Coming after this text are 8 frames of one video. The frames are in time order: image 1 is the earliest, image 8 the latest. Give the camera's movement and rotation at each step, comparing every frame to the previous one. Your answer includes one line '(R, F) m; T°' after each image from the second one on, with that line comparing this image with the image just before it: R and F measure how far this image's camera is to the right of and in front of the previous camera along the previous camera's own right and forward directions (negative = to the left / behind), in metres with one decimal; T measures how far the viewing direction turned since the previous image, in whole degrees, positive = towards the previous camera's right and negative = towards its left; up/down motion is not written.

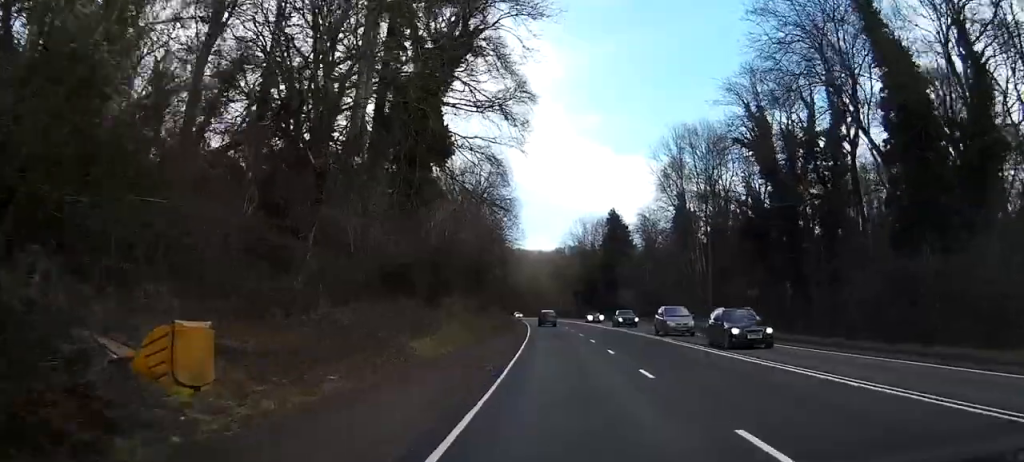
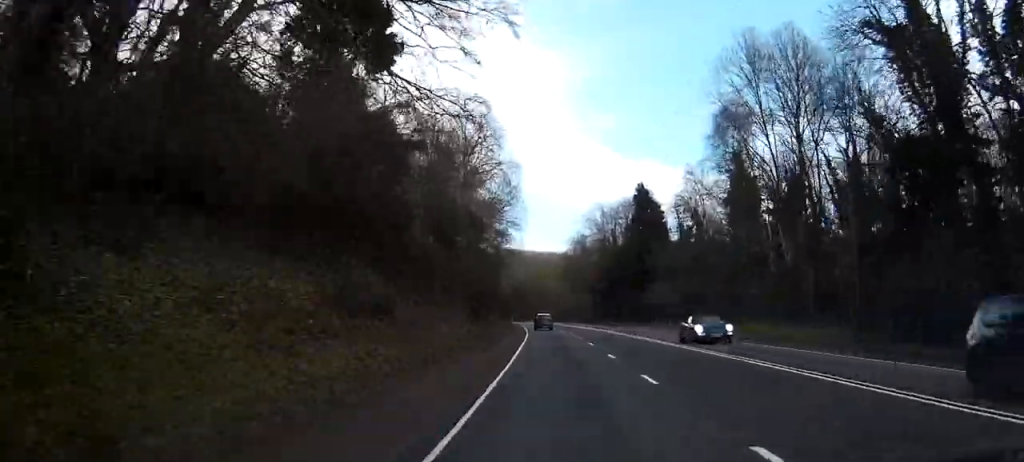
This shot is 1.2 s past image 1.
(+0.2, +27.4) m; +1°
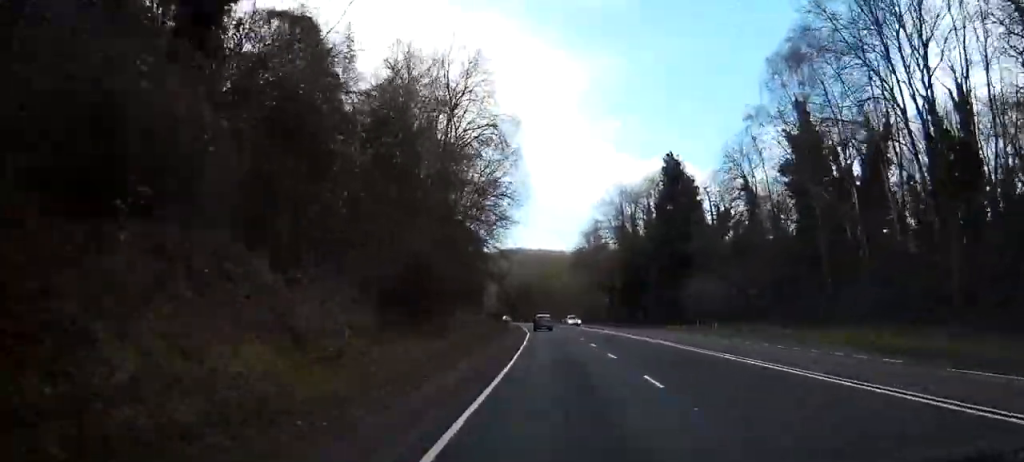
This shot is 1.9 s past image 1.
(-0.1, +18.1) m; +1°
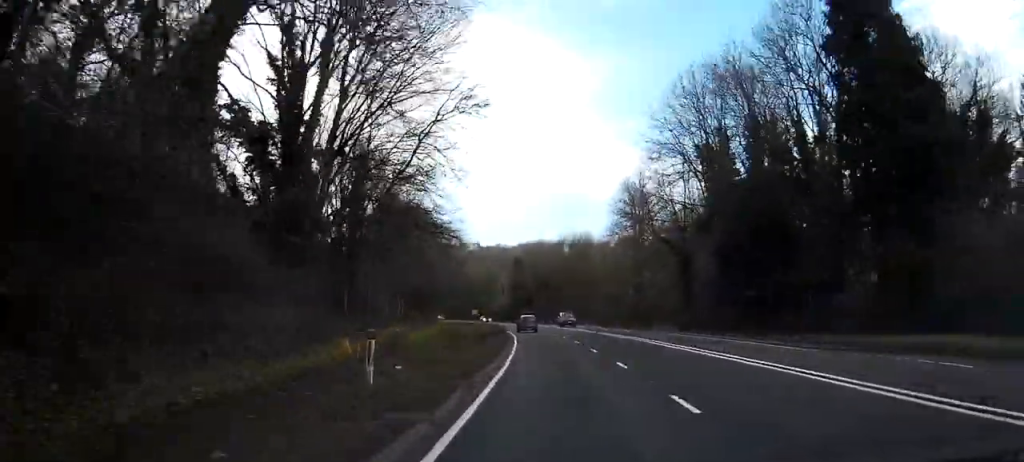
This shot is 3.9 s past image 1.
(+0.7, +47.0) m; 0°
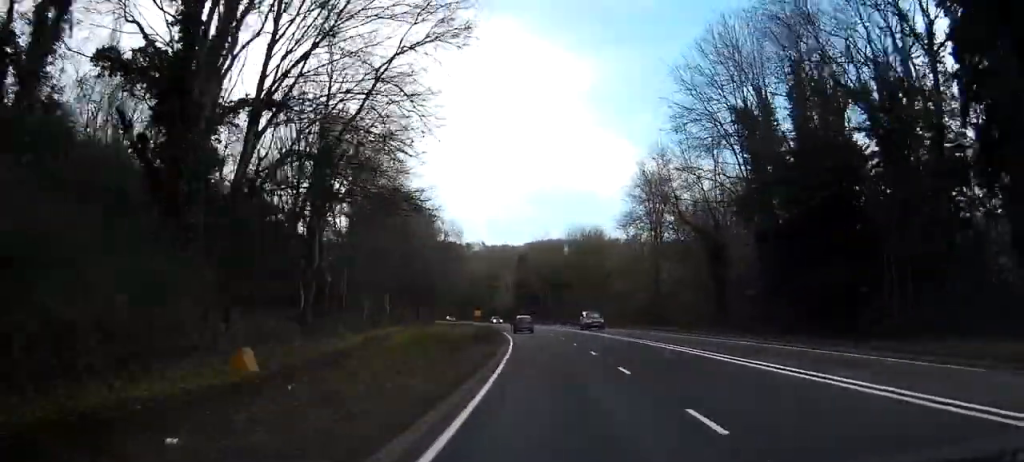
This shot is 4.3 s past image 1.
(-0.1, +10.5) m; 0°
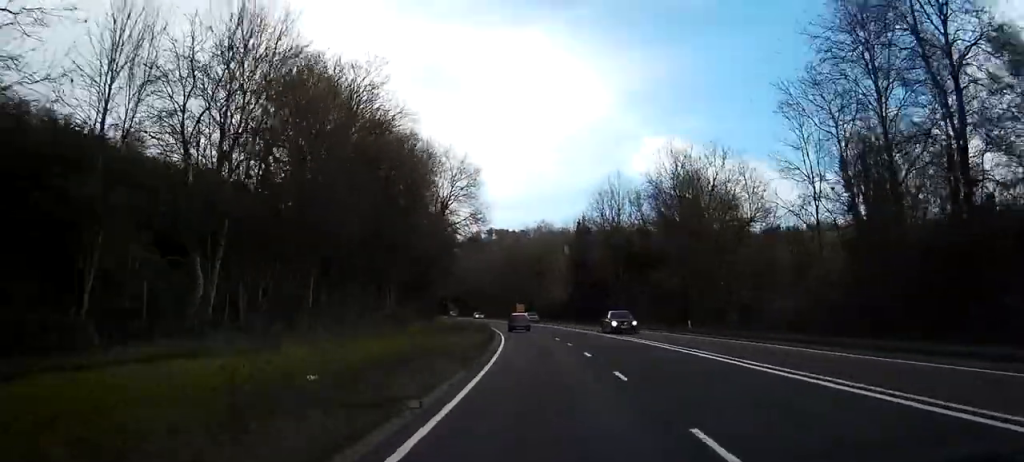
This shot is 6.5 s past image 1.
(-1.2, +53.7) m; -6°
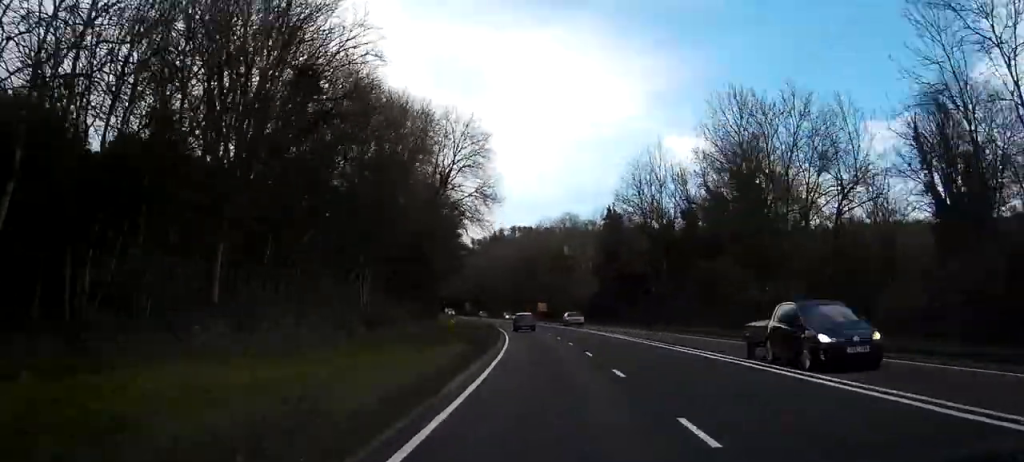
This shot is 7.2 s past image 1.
(-0.5, +16.0) m; -4°
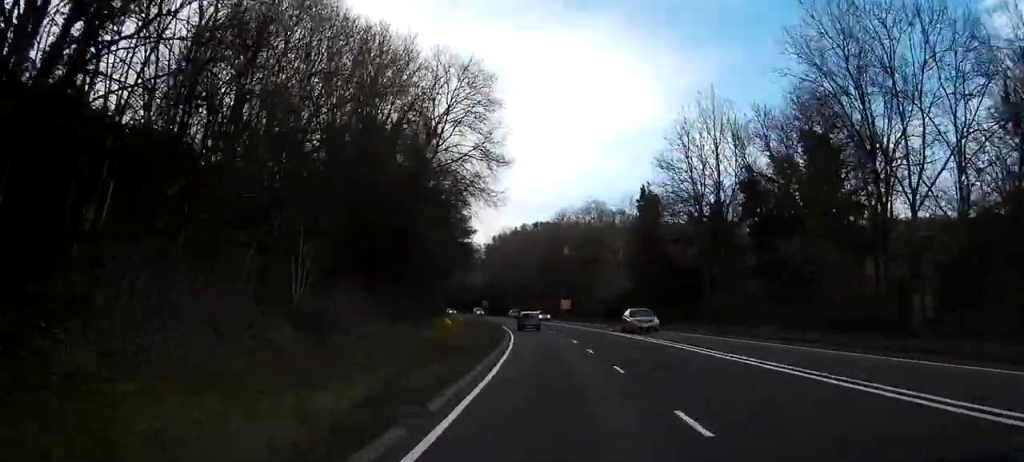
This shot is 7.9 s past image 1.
(-0.4, +16.0) m; -3°
